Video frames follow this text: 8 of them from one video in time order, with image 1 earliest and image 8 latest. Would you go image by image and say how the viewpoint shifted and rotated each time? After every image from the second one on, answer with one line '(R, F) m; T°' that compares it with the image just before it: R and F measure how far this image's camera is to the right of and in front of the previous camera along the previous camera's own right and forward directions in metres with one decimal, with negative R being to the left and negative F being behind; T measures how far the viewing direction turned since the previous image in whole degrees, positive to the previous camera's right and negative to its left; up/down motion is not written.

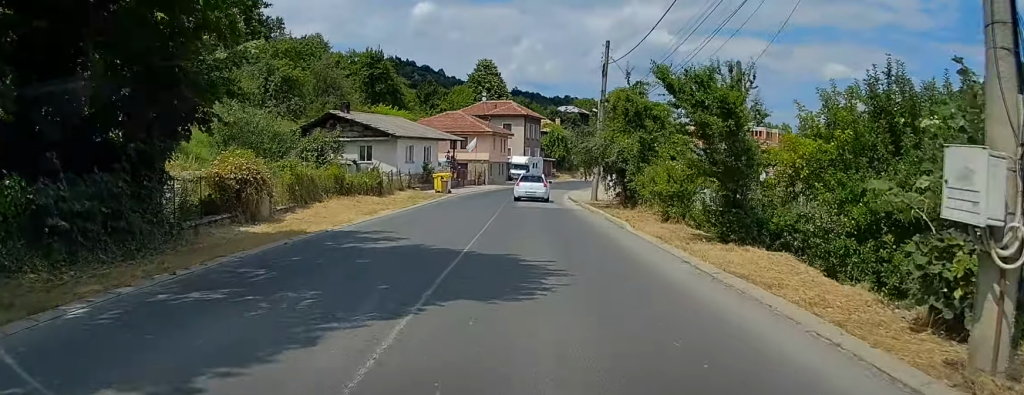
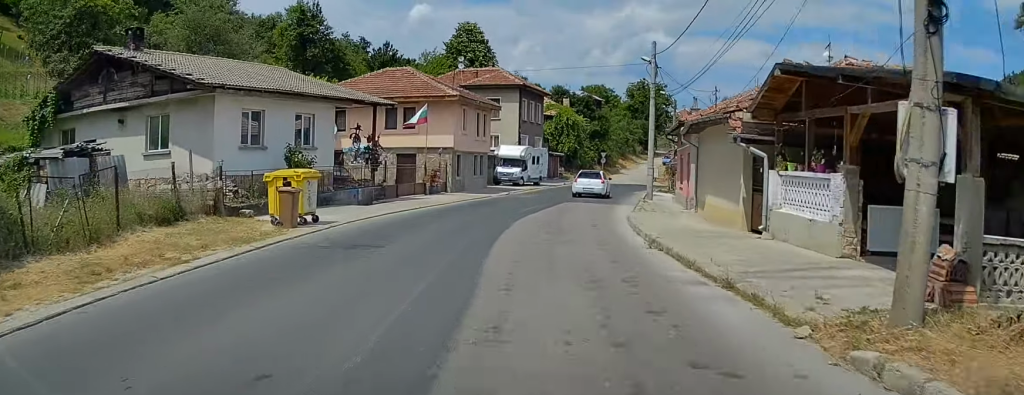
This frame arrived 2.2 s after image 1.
(-0.2, +30.1) m; +1°
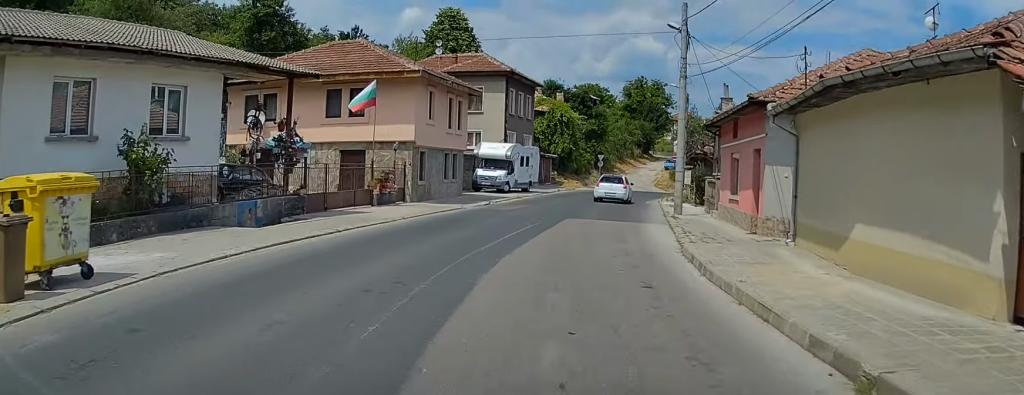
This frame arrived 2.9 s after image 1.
(+0.1, +9.3) m; +2°
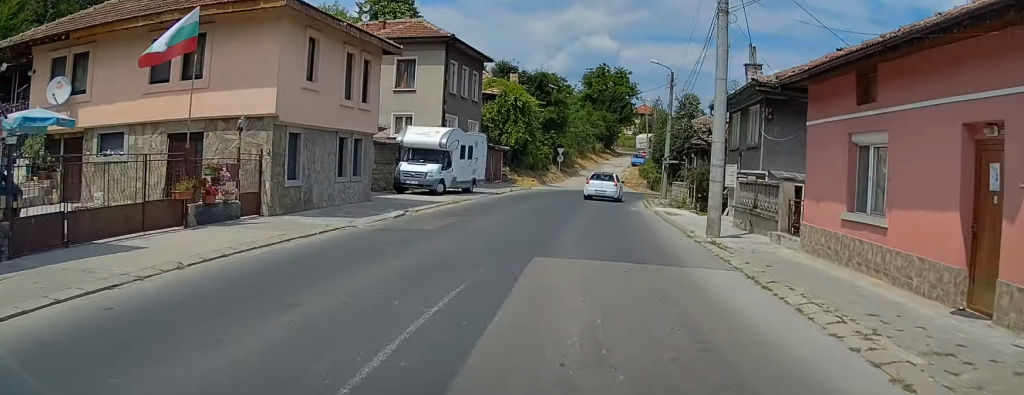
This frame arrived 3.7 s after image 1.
(+0.2, +10.9) m; +3°
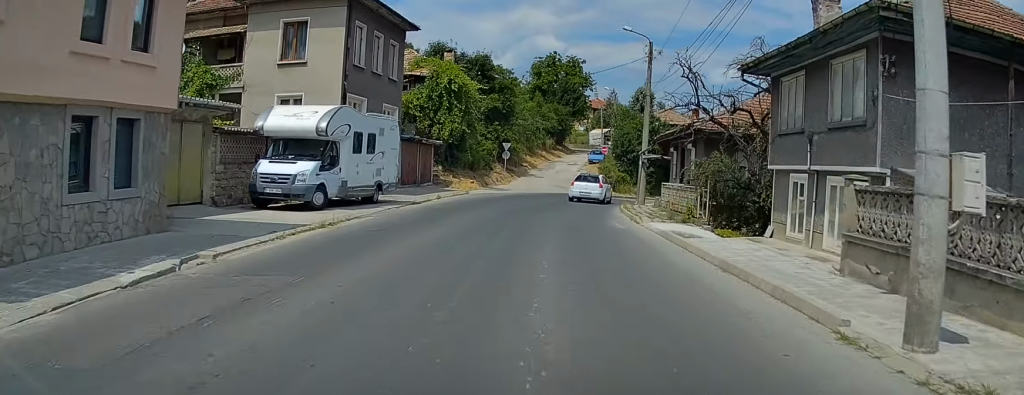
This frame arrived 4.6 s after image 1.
(+0.1, +10.6) m; +3°
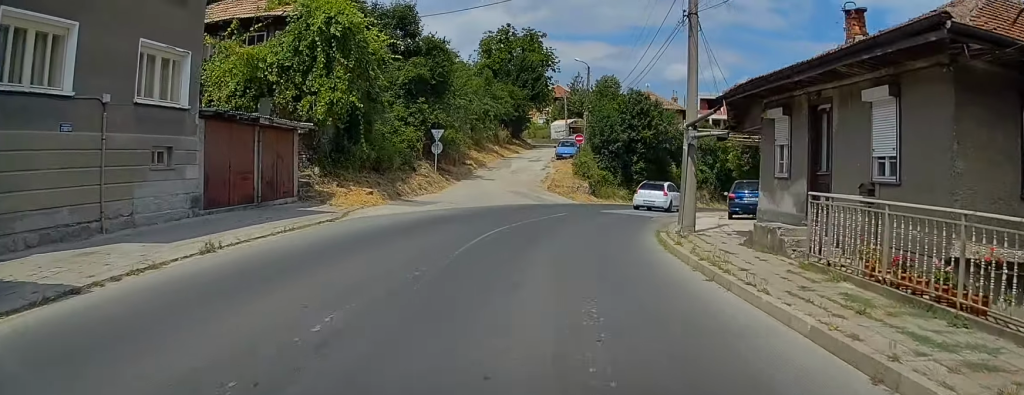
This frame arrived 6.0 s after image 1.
(+1.1, +17.6) m; +6°
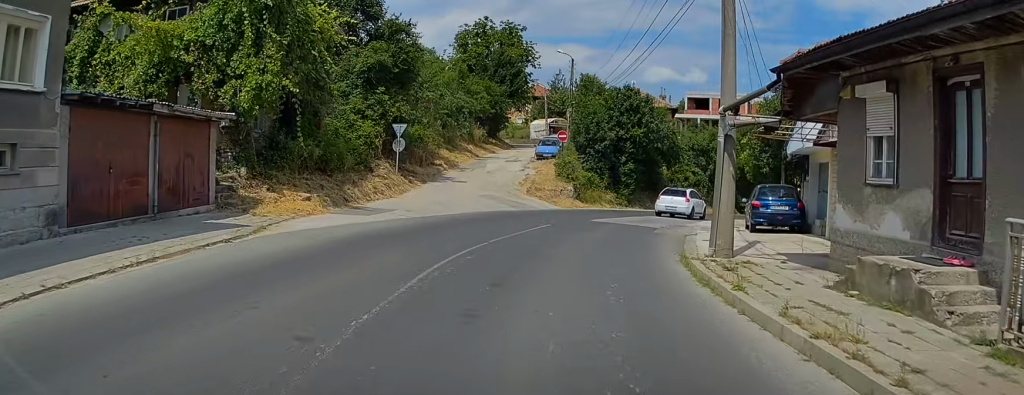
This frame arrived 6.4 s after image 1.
(0.0, +4.9) m; +2°
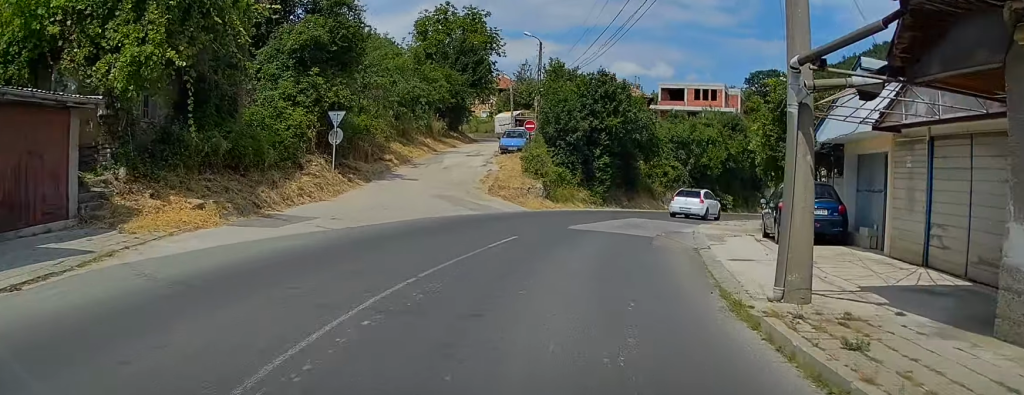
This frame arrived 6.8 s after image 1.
(+0.1, +5.0) m; +3°
